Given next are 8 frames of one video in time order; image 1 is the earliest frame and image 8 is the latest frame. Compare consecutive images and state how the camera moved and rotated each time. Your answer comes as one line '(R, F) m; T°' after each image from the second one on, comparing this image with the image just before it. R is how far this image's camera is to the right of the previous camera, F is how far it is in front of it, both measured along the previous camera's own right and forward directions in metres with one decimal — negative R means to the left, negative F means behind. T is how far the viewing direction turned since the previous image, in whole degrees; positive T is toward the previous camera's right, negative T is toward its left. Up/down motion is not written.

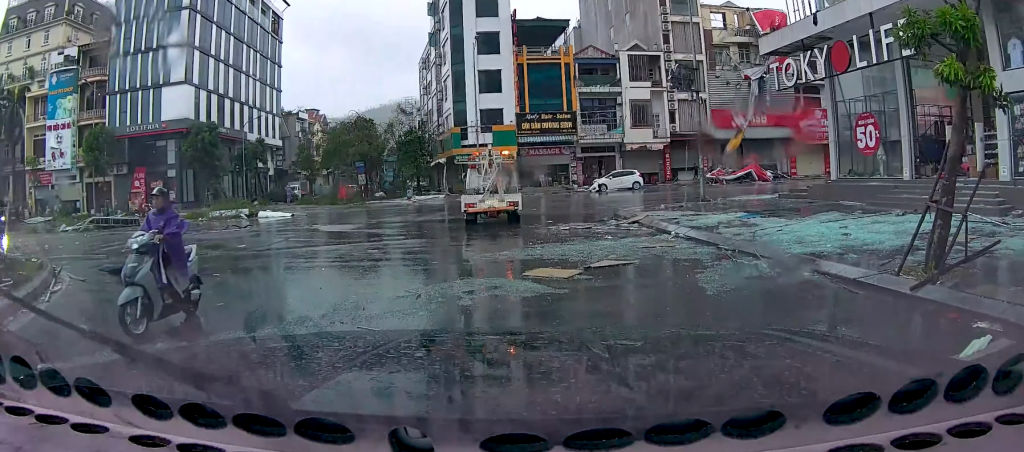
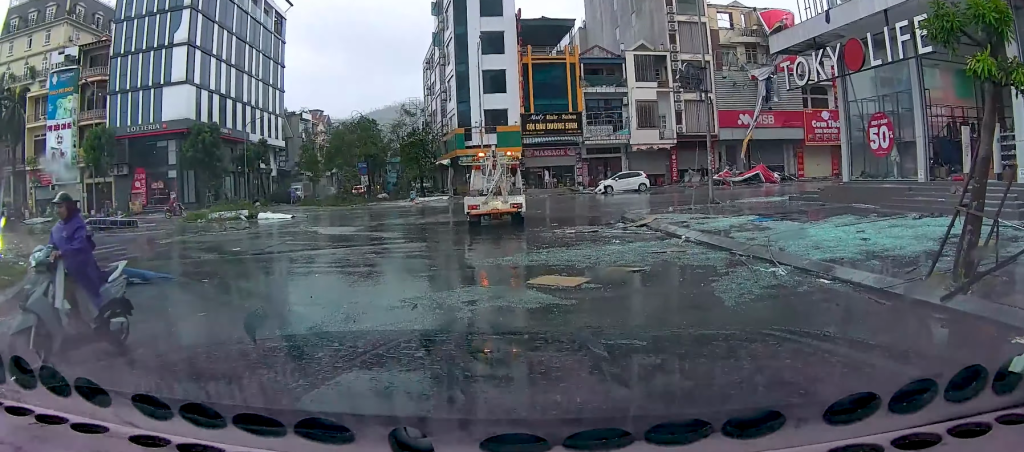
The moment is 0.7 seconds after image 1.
(-0.4, +0.6) m; 0°
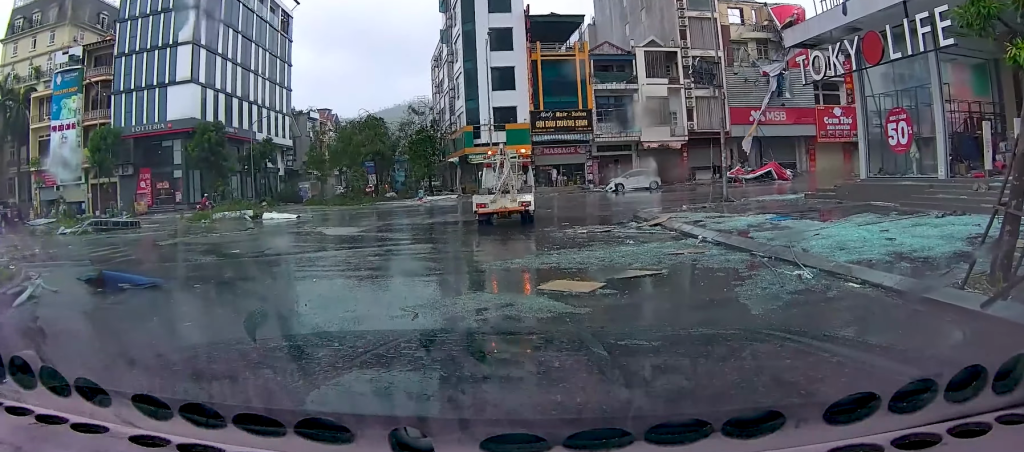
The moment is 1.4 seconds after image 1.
(-0.4, +0.6) m; 0°
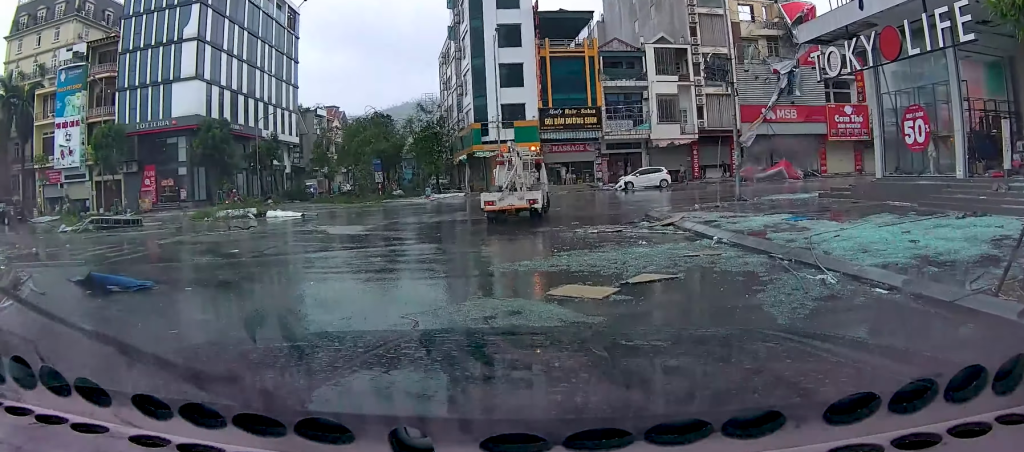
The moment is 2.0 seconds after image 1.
(-0.1, +0.8) m; 0°
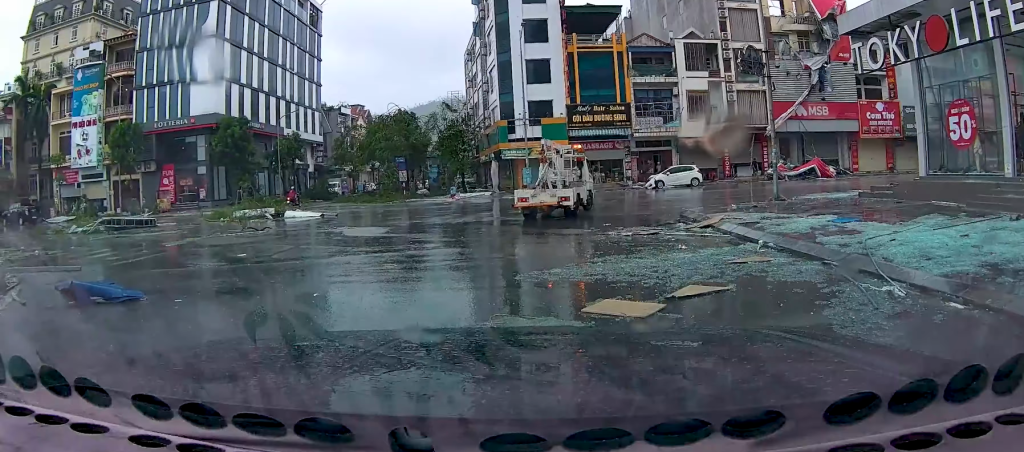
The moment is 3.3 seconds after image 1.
(-0.4, +1.1) m; 0°
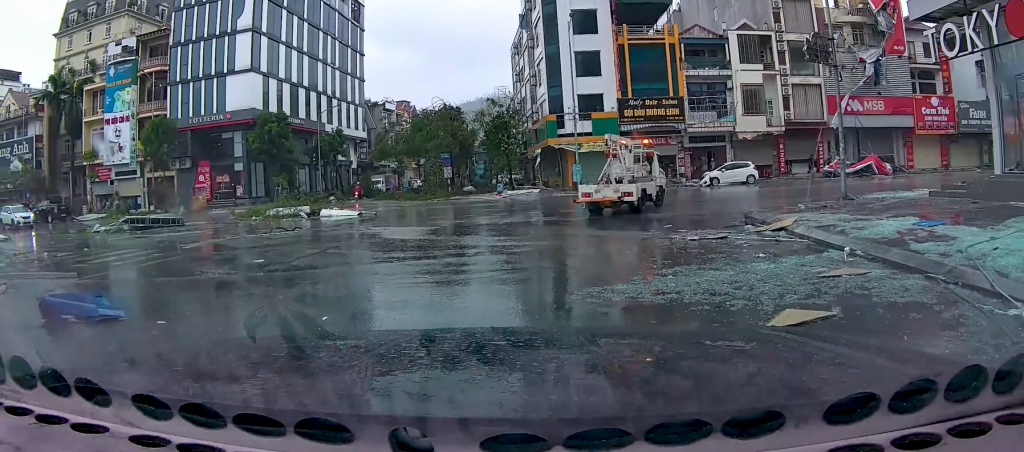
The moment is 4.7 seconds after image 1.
(-0.2, +1.3) m; 0°
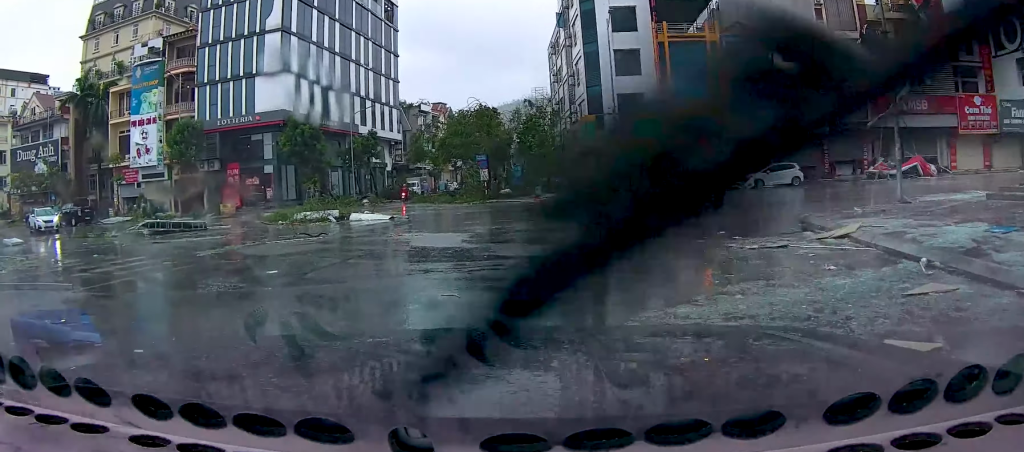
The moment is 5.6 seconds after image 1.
(-0.3, +1.0) m; 0°
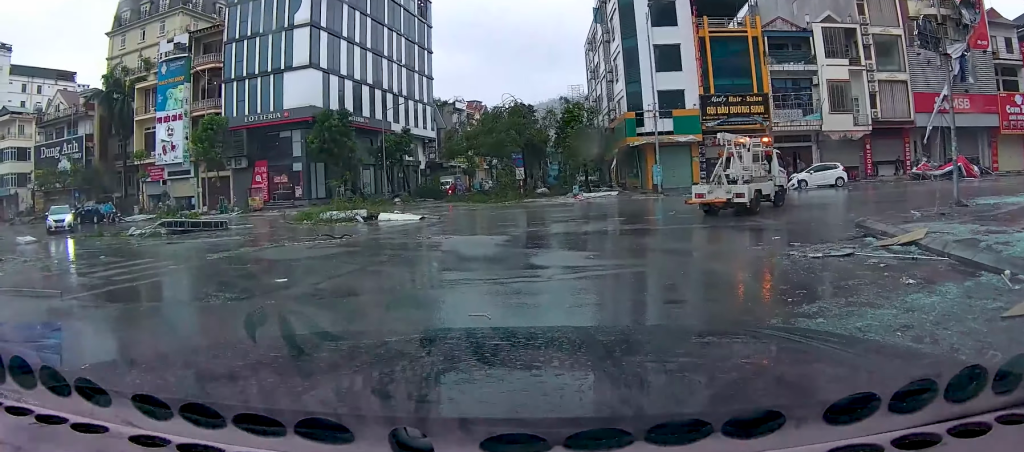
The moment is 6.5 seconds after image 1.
(-0.2, +1.1) m; 0°
